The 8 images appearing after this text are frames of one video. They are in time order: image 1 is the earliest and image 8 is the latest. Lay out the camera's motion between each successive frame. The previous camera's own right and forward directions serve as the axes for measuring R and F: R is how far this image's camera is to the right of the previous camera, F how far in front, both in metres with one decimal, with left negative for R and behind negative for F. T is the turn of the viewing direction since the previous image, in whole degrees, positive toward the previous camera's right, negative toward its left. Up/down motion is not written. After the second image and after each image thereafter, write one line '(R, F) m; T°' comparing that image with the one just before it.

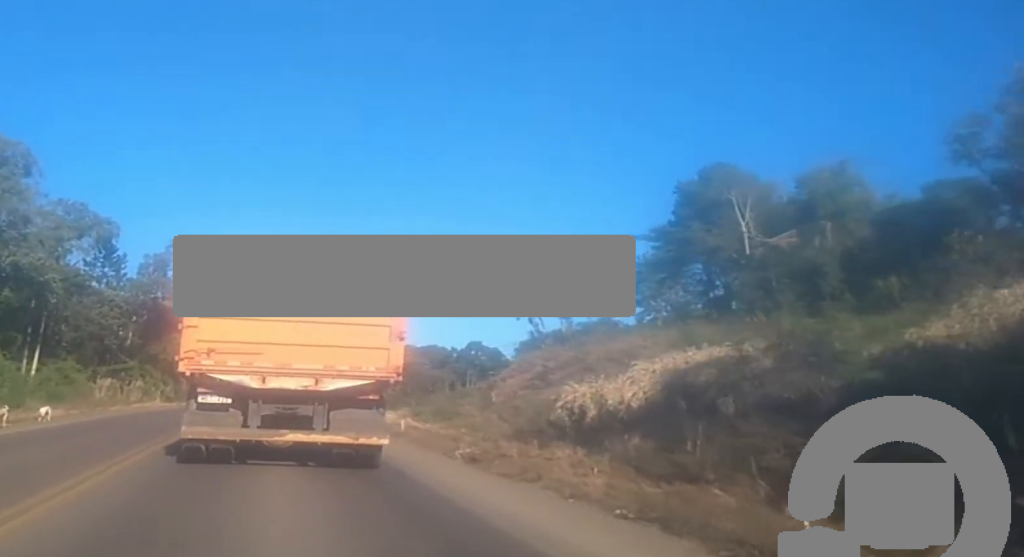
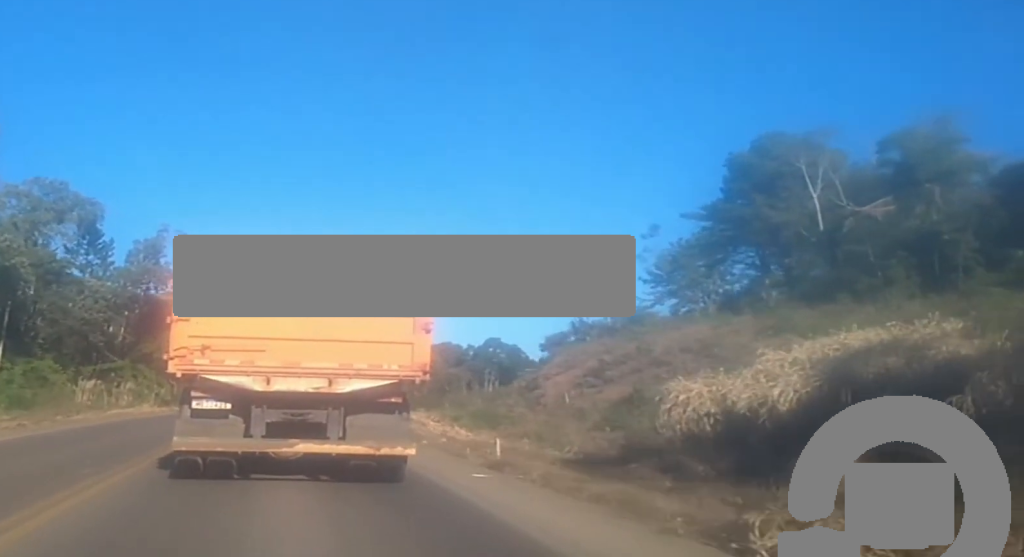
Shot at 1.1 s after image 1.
(+0.2, +10.9) m; +1°
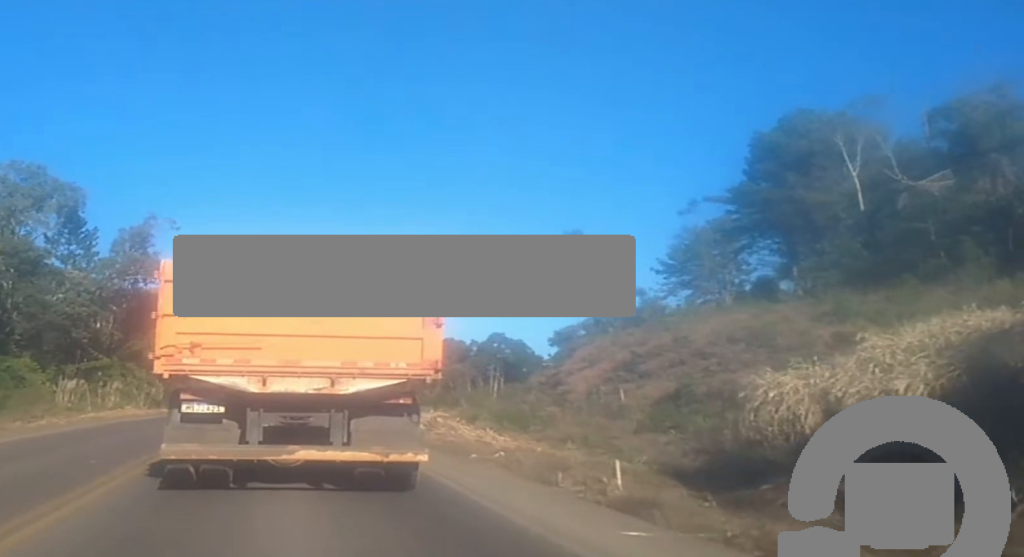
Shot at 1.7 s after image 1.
(0.0, +6.0) m; 0°
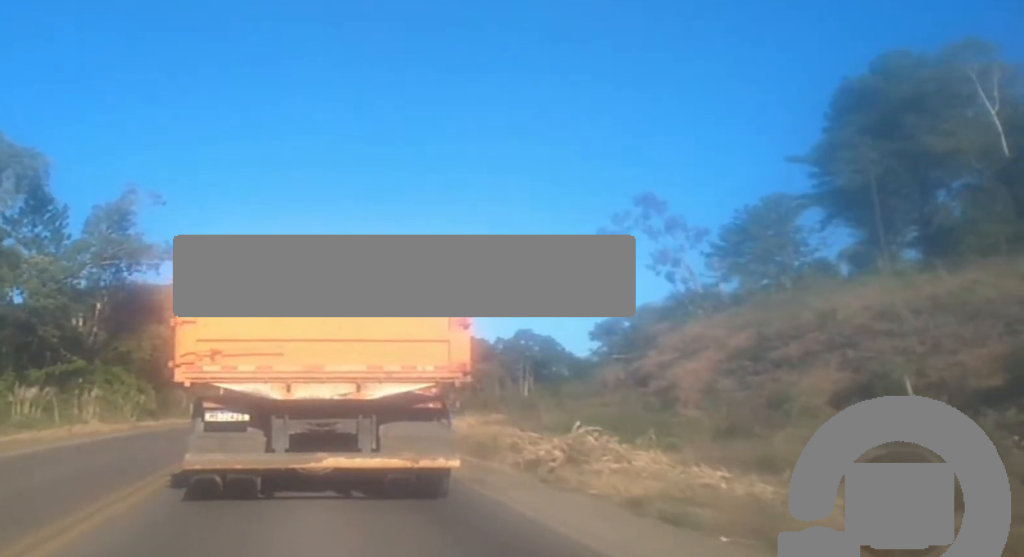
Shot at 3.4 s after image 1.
(-0.5, +14.8) m; -1°
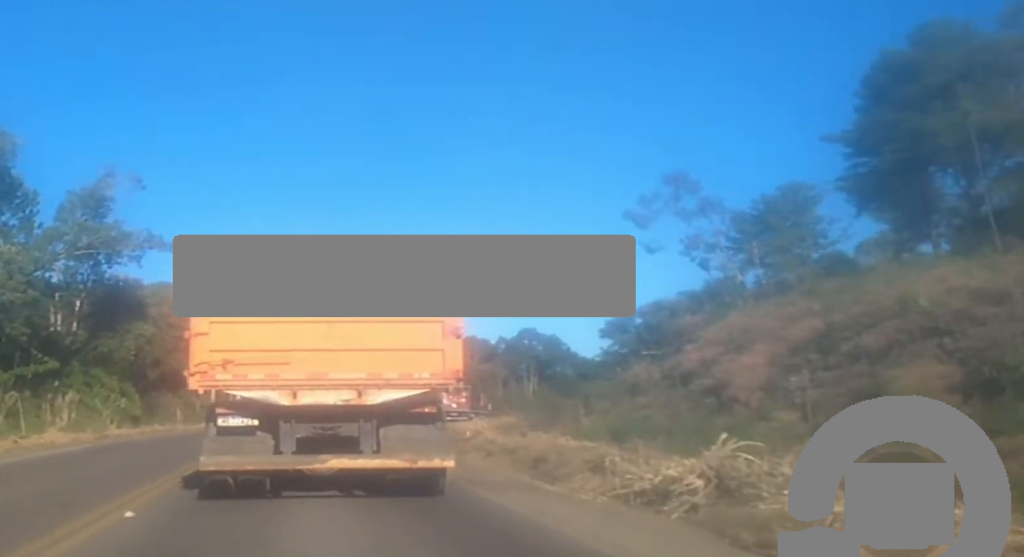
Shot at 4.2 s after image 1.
(+0.2, +6.3) m; +2°
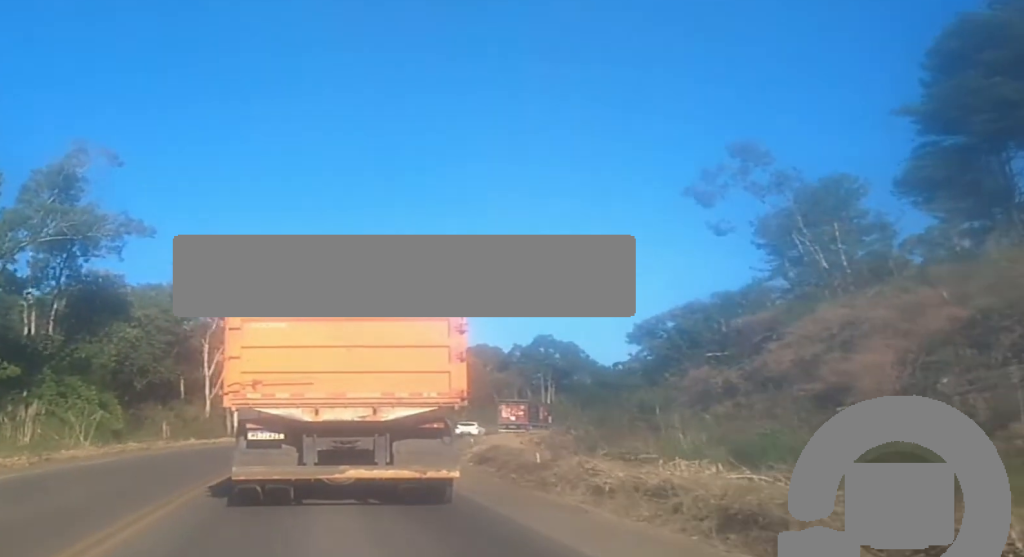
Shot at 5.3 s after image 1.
(+0.2, +8.4) m; -4°
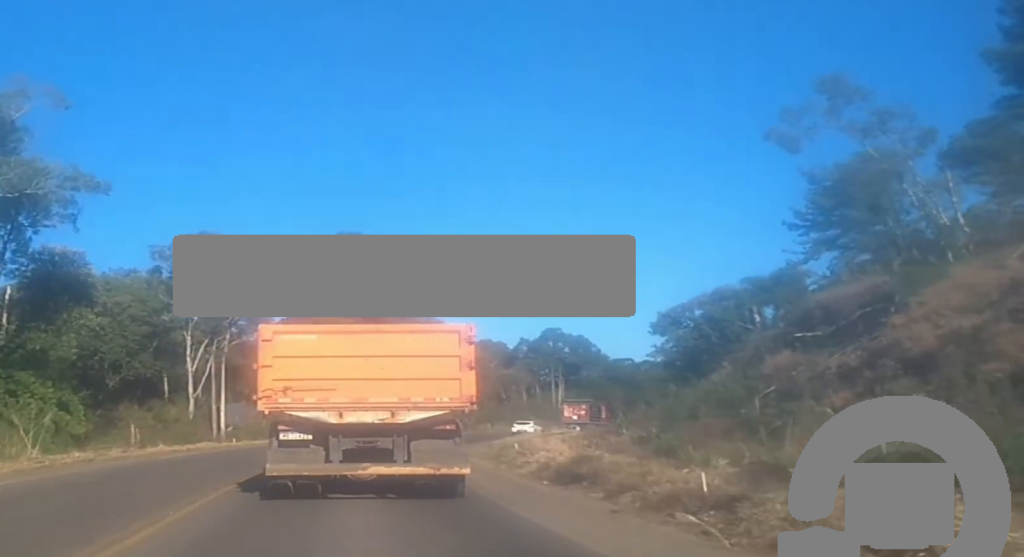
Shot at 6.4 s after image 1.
(-1.0, +9.0) m; -1°
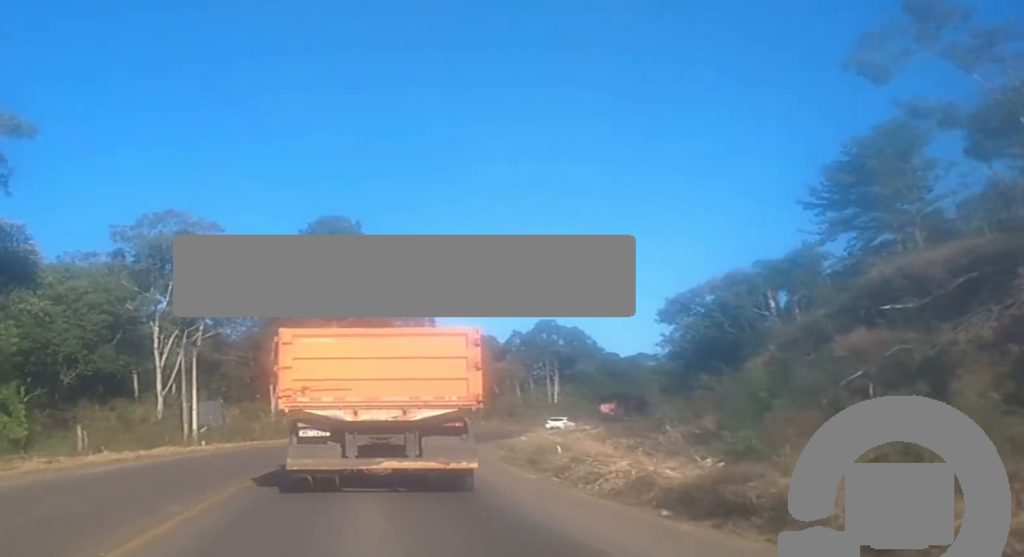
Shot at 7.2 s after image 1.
(+0.7, +7.4) m; +5°
